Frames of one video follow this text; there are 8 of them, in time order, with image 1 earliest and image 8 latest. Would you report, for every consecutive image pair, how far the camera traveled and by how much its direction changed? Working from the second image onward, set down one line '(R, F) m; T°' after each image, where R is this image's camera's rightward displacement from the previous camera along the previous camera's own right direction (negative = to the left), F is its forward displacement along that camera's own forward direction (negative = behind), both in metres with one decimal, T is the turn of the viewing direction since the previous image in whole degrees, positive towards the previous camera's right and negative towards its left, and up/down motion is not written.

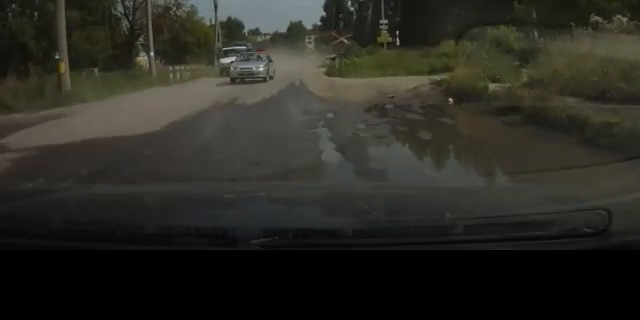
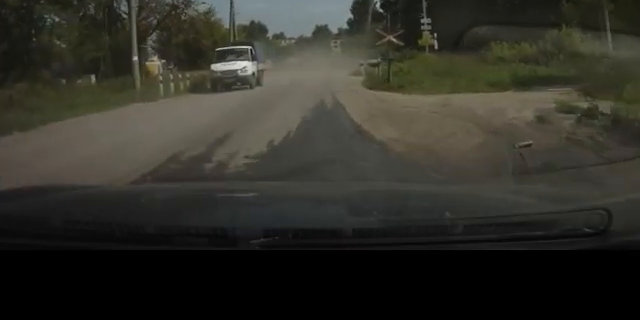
(+0.1, +7.5) m; -2°
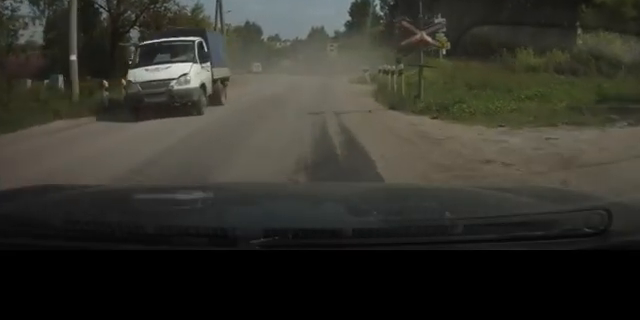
(-0.2, +5.5) m; -7°
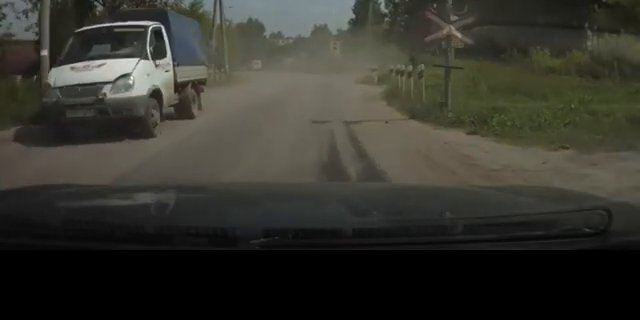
(0.0, +2.0) m; -4°
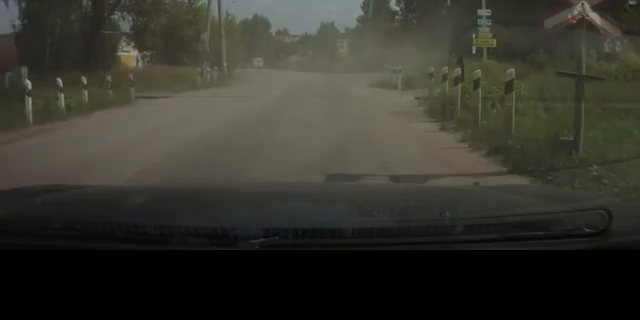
(-0.4, +4.4) m; -5°
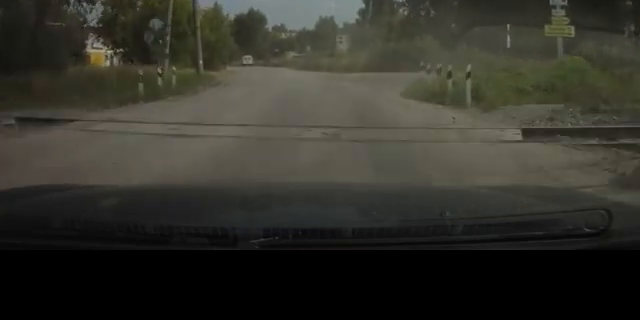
(+0.2, +7.2) m; +5°
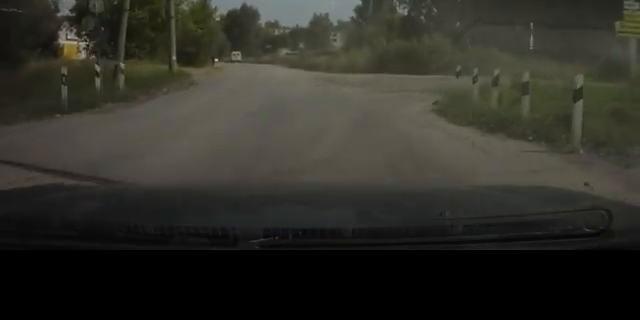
(+0.2, +4.4) m; -2°
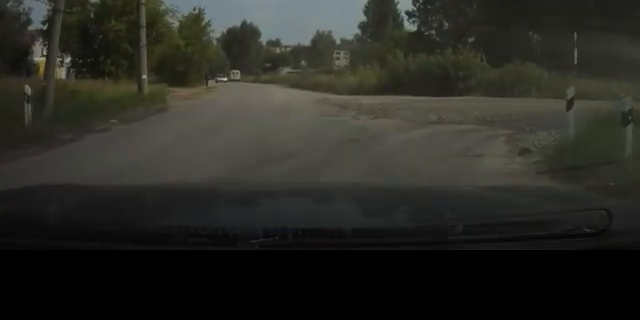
(-0.5, +5.1) m; -2°
